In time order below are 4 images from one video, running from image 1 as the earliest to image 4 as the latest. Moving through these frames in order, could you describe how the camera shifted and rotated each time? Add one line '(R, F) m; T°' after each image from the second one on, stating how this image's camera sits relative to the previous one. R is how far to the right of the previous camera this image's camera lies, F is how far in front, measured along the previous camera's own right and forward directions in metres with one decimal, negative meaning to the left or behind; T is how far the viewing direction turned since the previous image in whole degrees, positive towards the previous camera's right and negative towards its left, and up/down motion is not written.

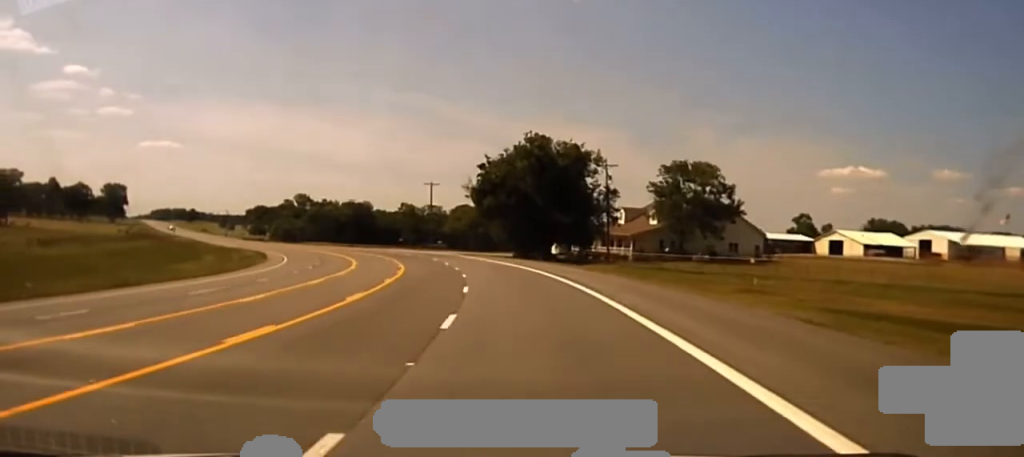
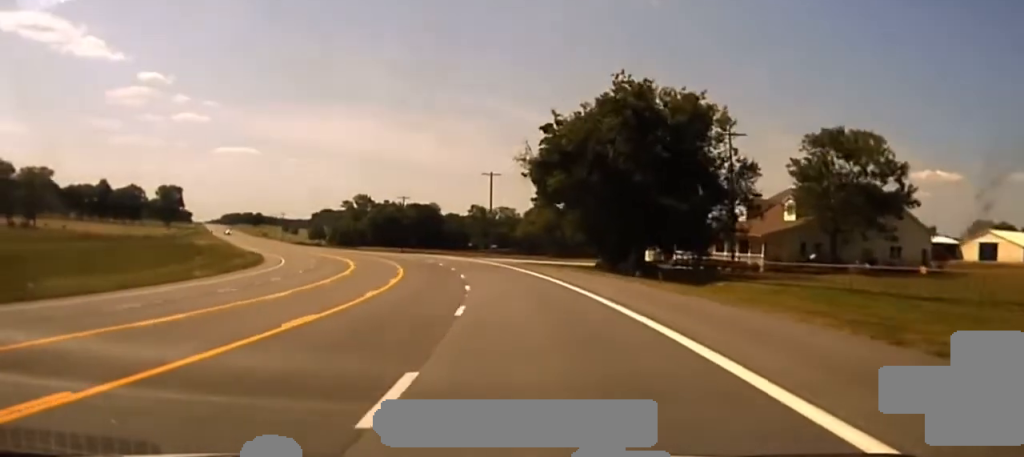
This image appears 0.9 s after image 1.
(-1.2, +29.7) m; -5°
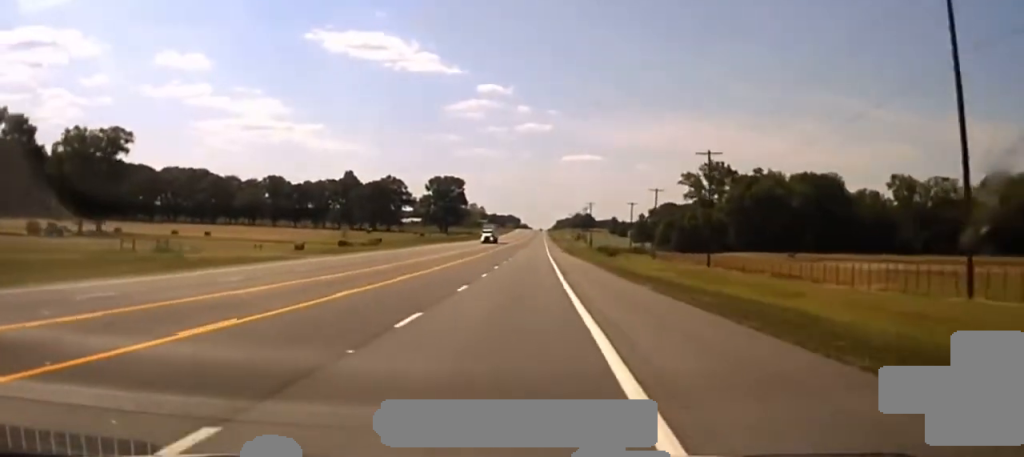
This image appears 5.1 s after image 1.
(-33.0, +168.9) m; -18°
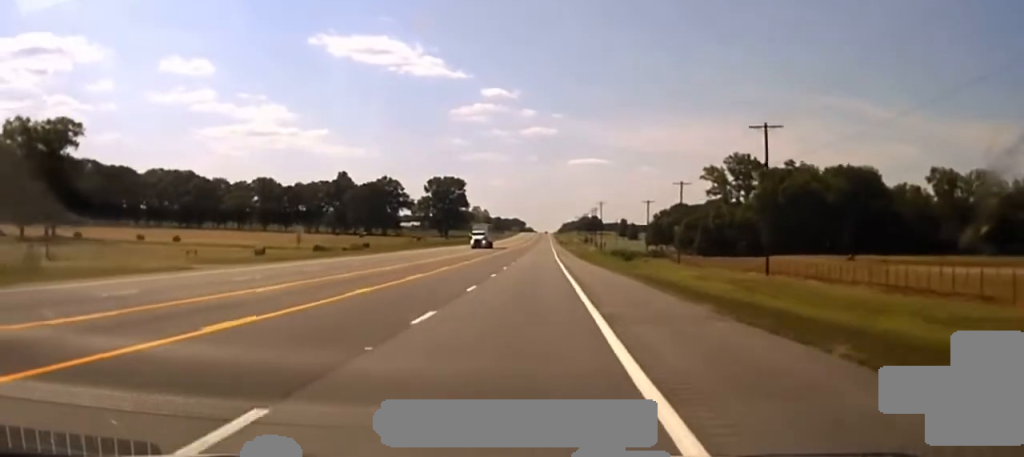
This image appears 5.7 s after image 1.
(+0.2, +23.3) m; 0°
